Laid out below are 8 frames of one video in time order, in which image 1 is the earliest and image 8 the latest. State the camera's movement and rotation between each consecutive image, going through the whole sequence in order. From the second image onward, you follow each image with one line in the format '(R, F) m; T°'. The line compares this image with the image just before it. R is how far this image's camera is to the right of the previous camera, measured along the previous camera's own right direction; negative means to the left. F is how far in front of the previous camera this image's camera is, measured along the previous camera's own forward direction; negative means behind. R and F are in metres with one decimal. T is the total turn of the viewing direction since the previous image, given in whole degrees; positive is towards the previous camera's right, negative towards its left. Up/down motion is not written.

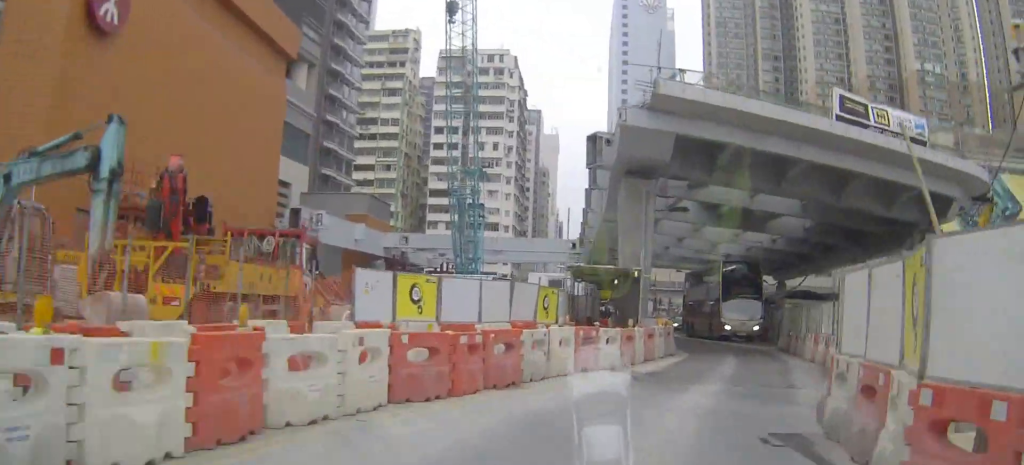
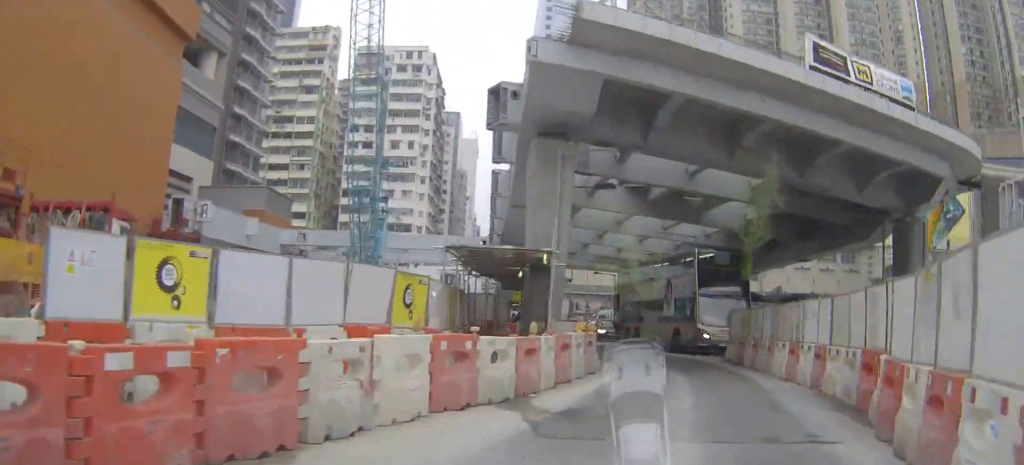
(+0.2, +6.8) m; +2°
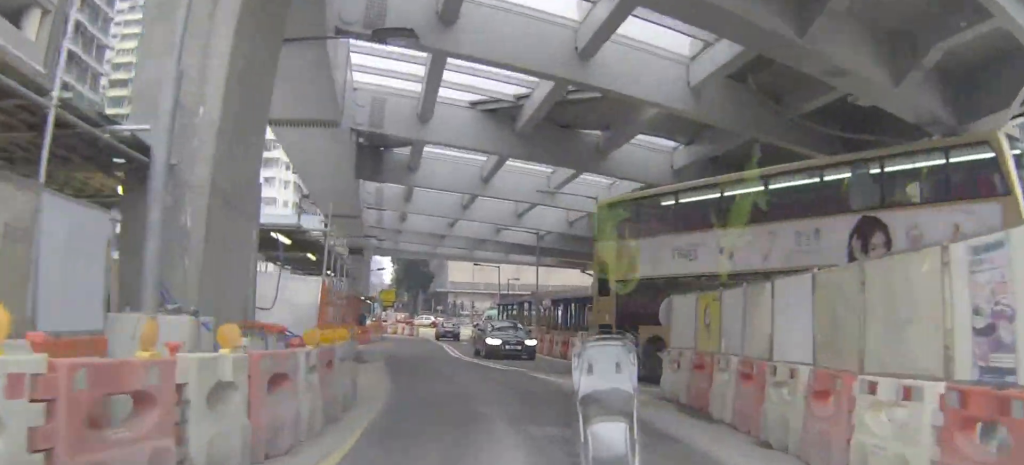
(+0.4, +13.8) m; +4°
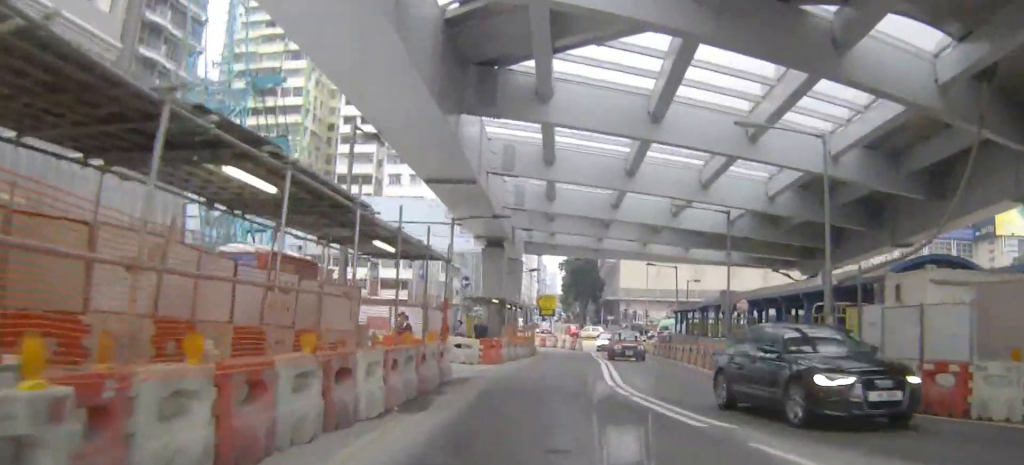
(+0.4, +9.9) m; +3°
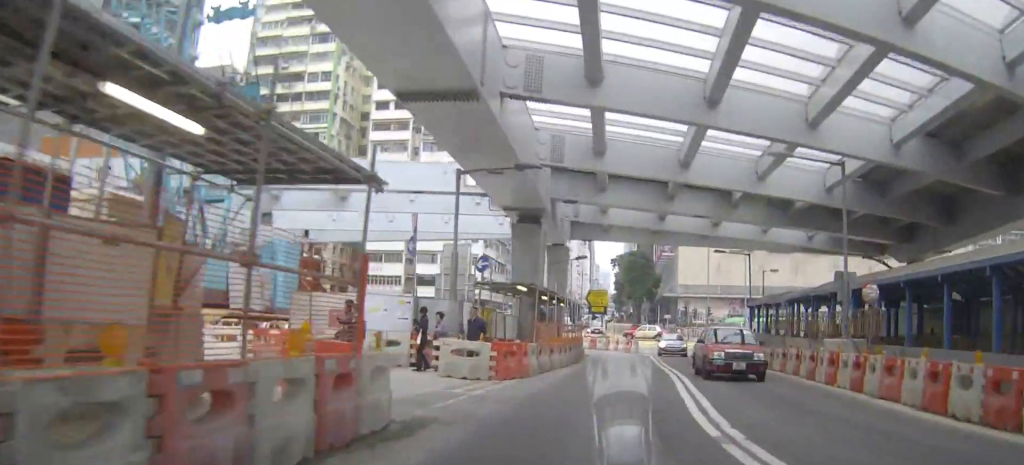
(0.0, +7.6) m; +1°
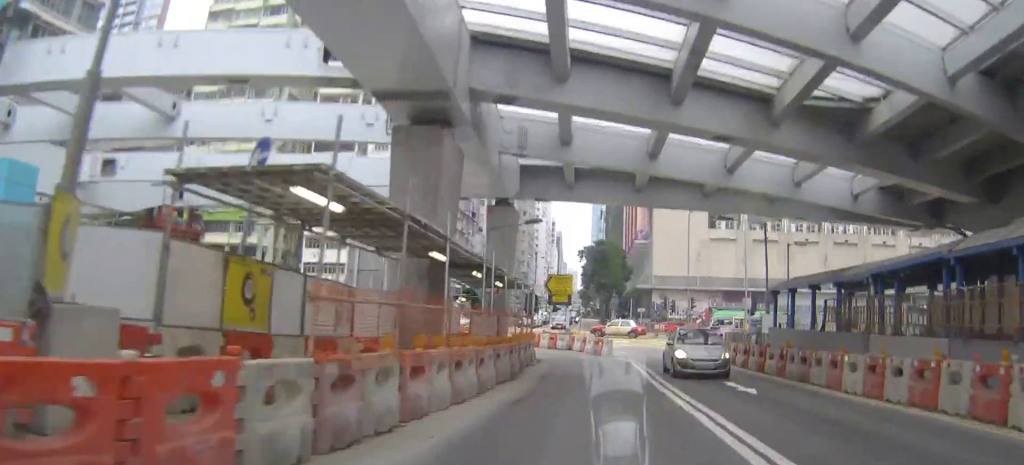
(+0.3, +12.4) m; +3°
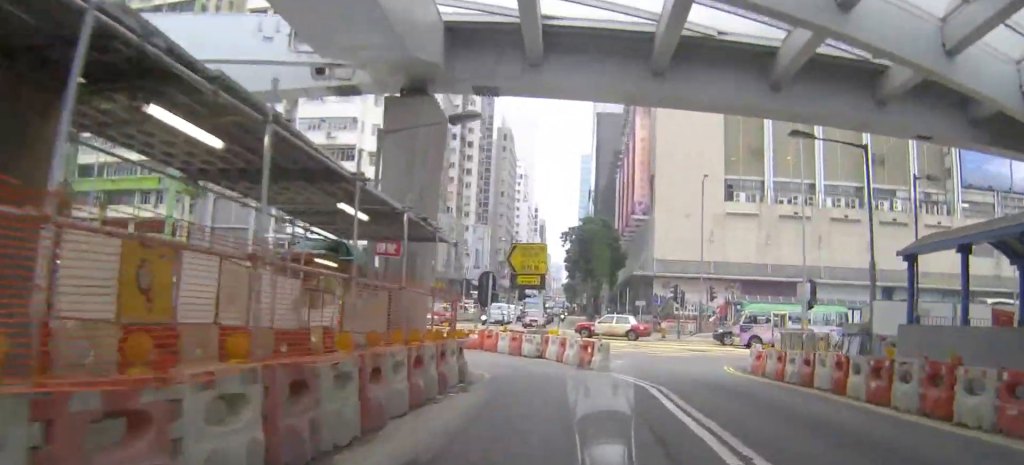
(0.0, +10.6) m; -3°
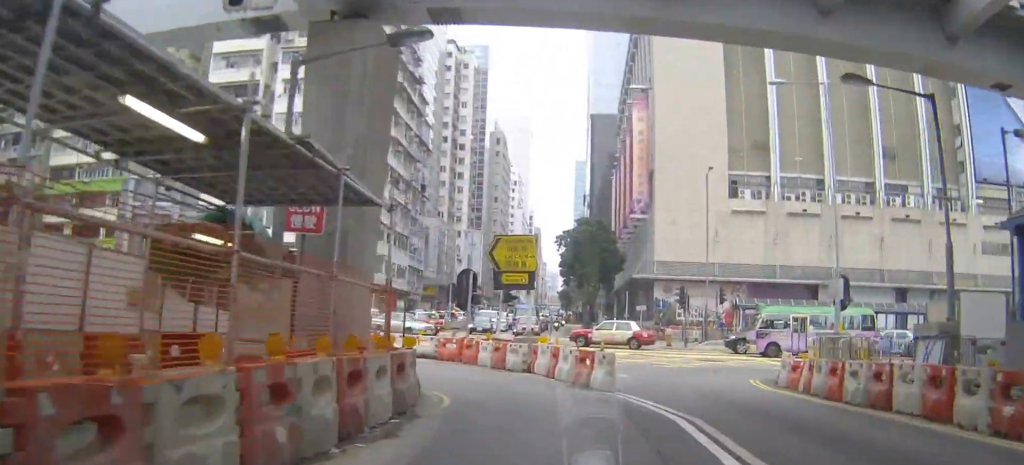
(-0.1, +4.6) m; -3°
